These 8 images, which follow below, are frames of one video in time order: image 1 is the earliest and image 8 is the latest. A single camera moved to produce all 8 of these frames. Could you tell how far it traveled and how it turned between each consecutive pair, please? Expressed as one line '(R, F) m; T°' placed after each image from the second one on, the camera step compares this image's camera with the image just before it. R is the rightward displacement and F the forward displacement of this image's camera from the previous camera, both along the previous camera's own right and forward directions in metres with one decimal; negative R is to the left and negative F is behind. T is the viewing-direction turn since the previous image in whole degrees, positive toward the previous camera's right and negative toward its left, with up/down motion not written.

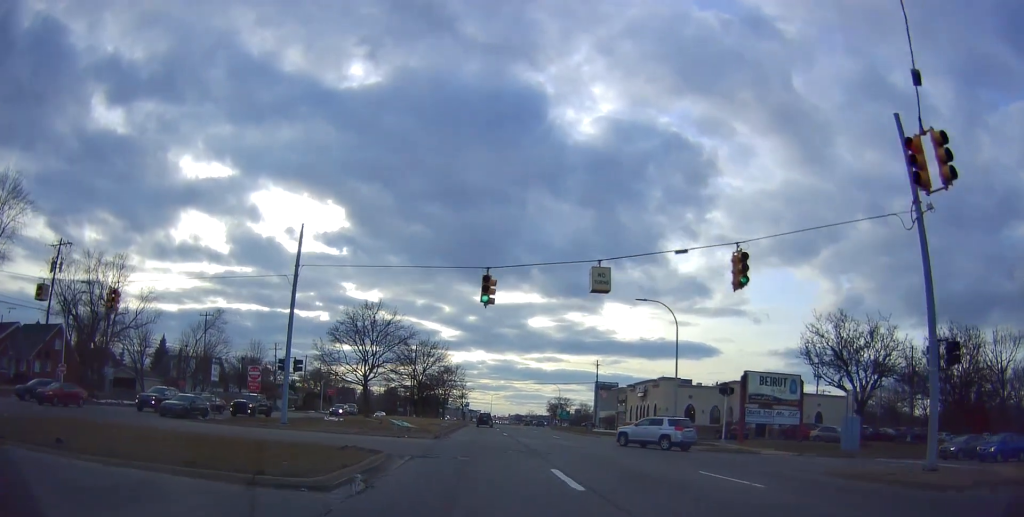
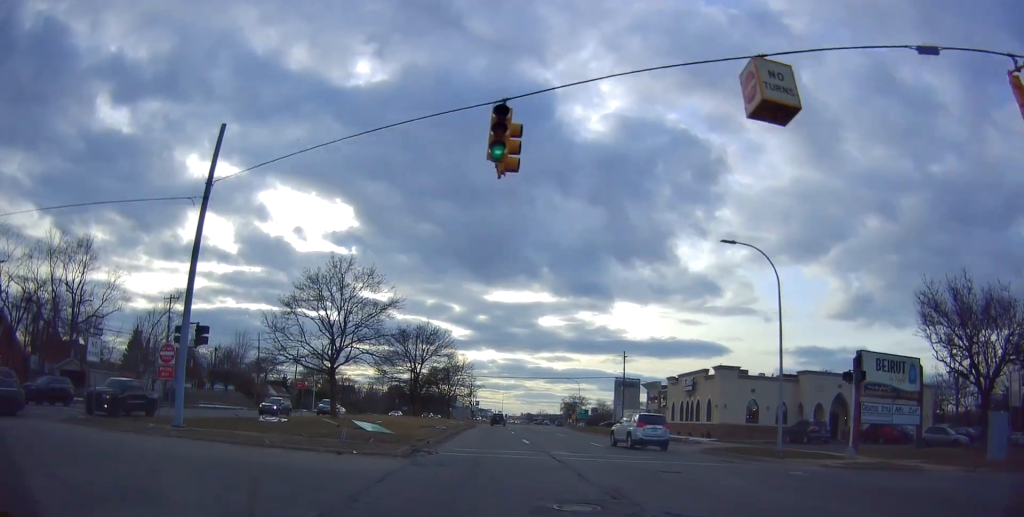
(-0.6, +12.3) m; -2°
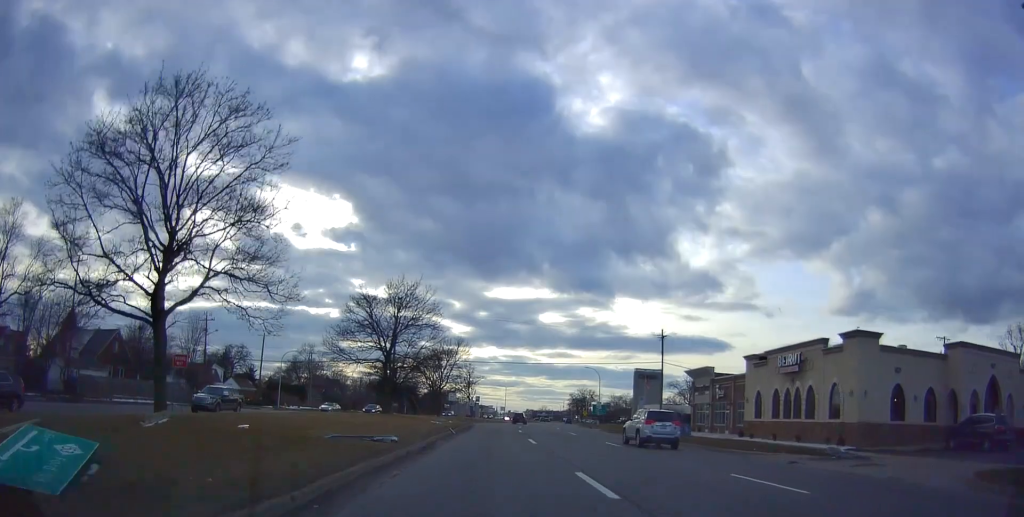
(+0.3, +19.2) m; +1°
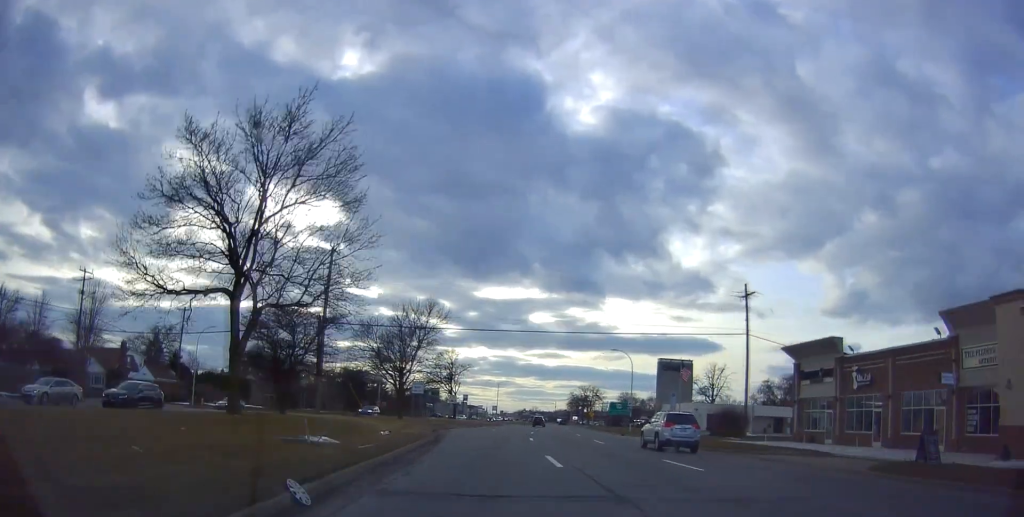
(+0.1, +25.9) m; 0°
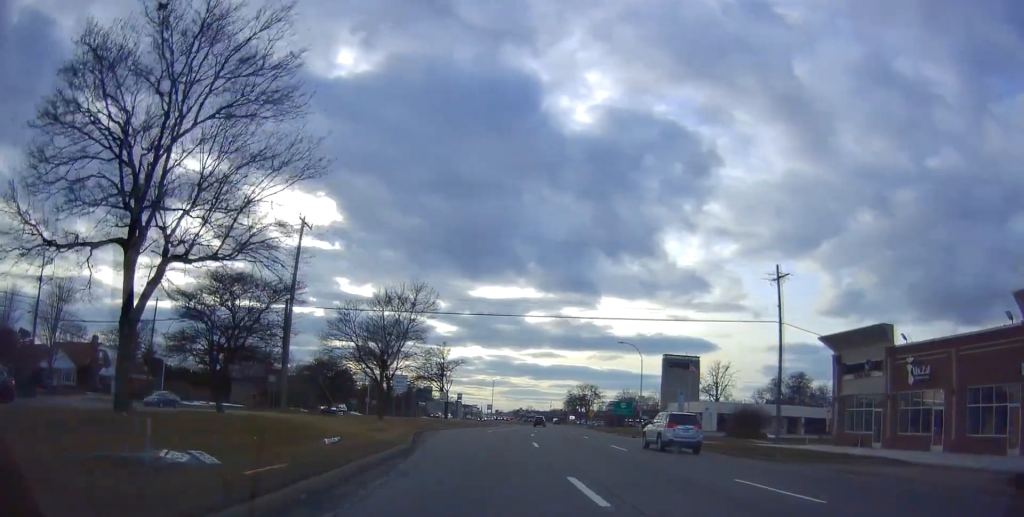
(-0.2, +6.2) m; 0°
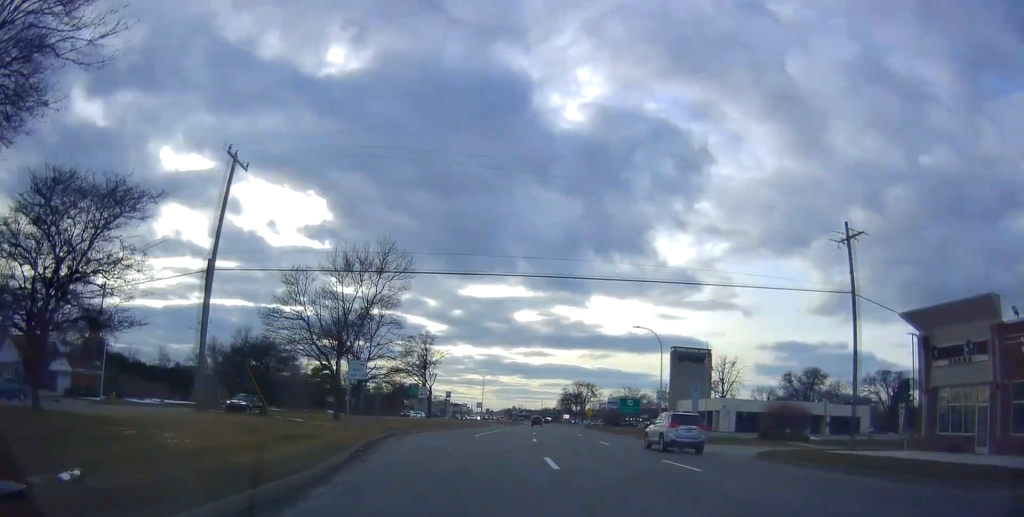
(+0.4, +10.2) m; +3°
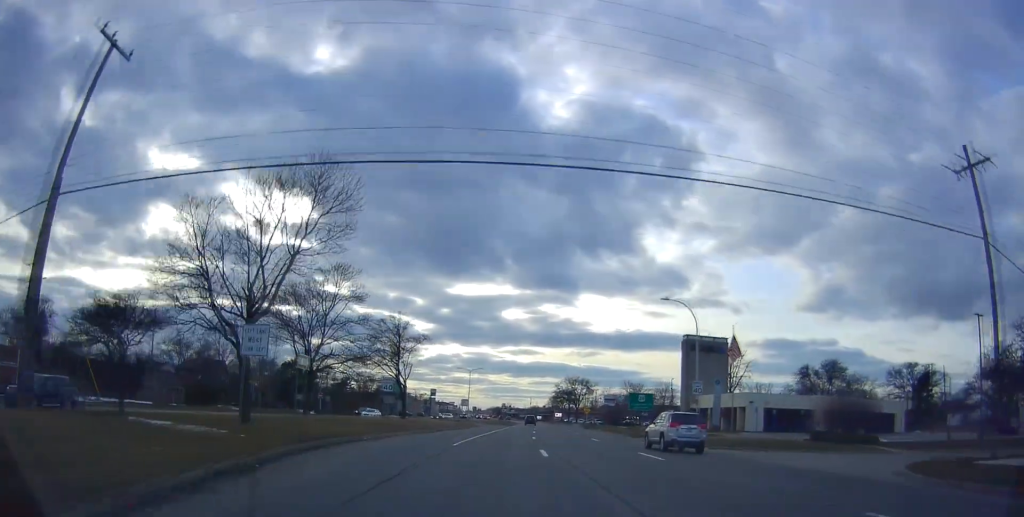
(+0.3, +11.5) m; +2°
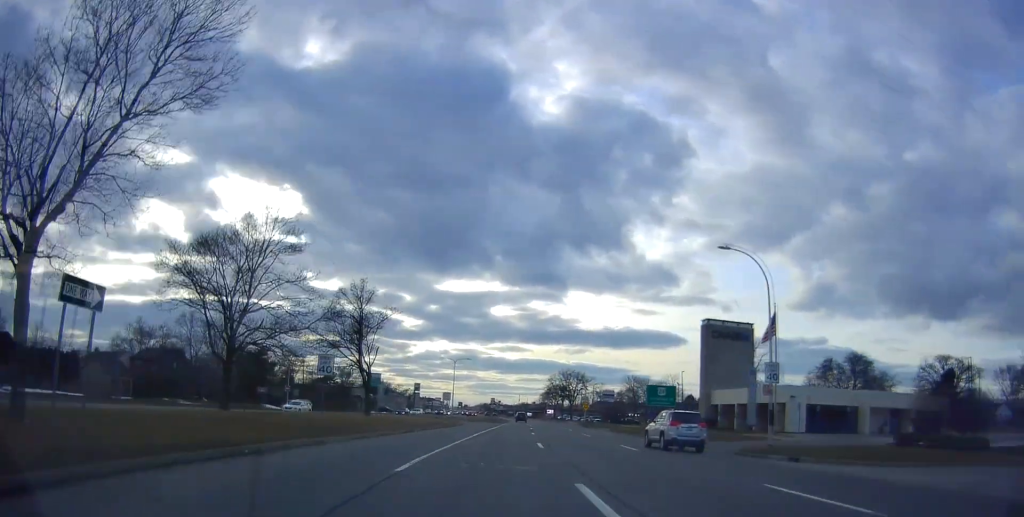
(+0.2, +11.9) m; +1°
